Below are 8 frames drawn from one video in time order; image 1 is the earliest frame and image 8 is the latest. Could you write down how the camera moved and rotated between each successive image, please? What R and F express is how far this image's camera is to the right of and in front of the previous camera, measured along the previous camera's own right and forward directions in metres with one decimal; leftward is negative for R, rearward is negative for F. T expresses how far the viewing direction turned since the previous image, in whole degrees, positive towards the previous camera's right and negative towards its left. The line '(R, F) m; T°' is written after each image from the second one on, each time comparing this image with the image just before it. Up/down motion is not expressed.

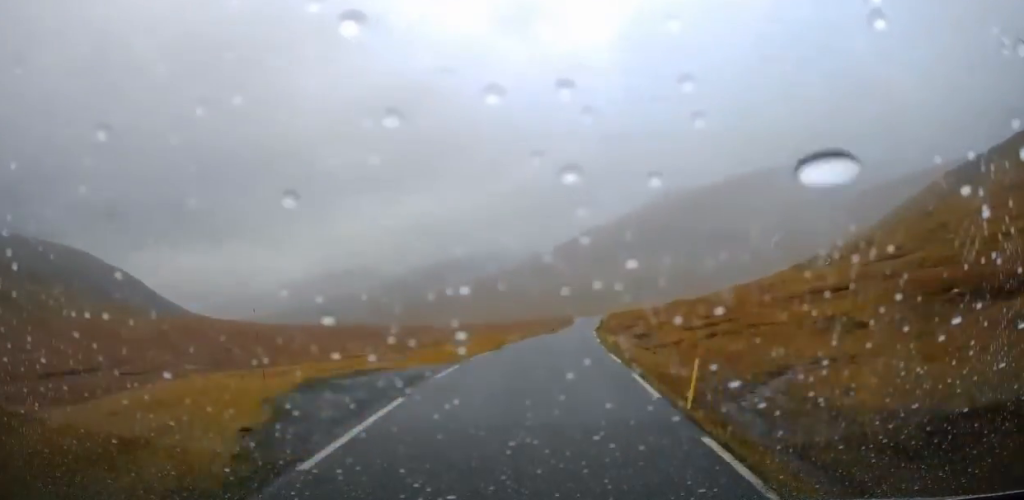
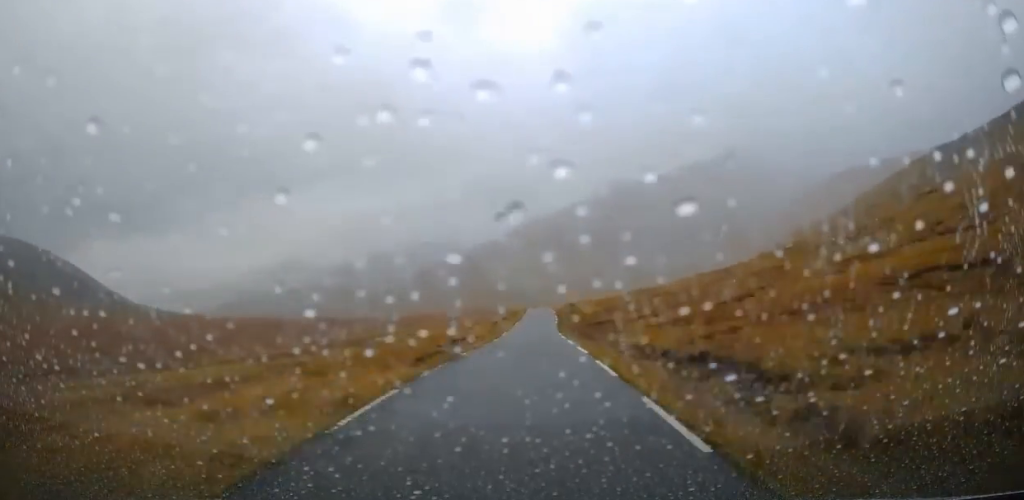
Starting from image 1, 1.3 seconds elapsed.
(+0.8, +21.9) m; +3°
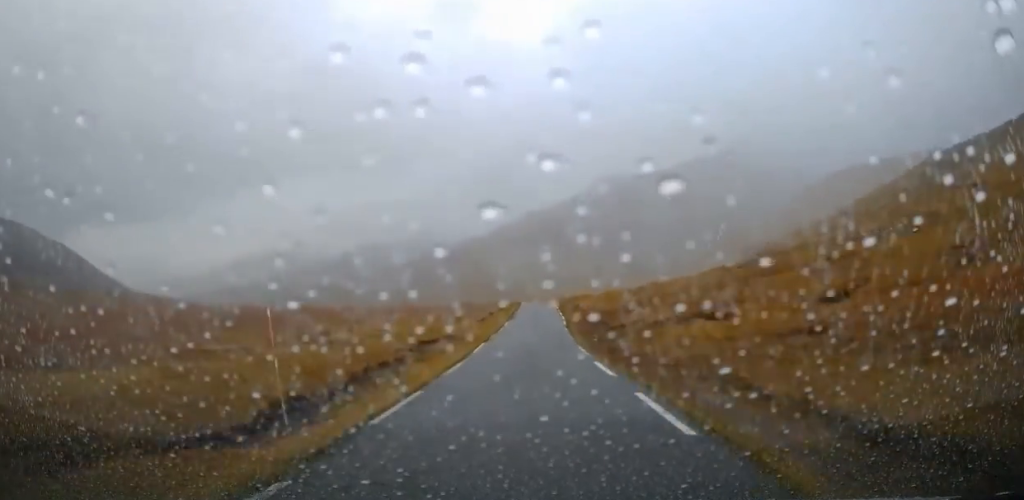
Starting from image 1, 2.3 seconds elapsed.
(+0.4, +17.4) m; +2°
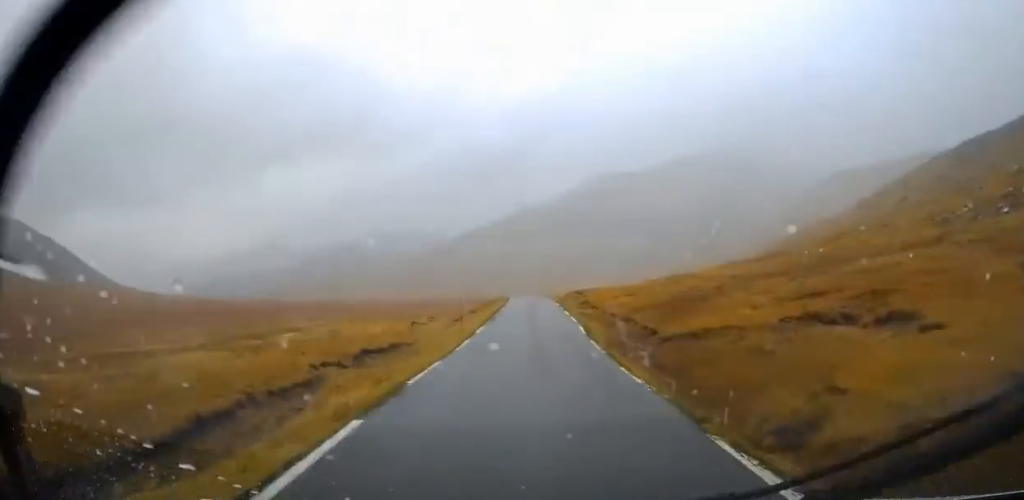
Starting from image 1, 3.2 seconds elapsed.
(+0.4, +16.3) m; +2°
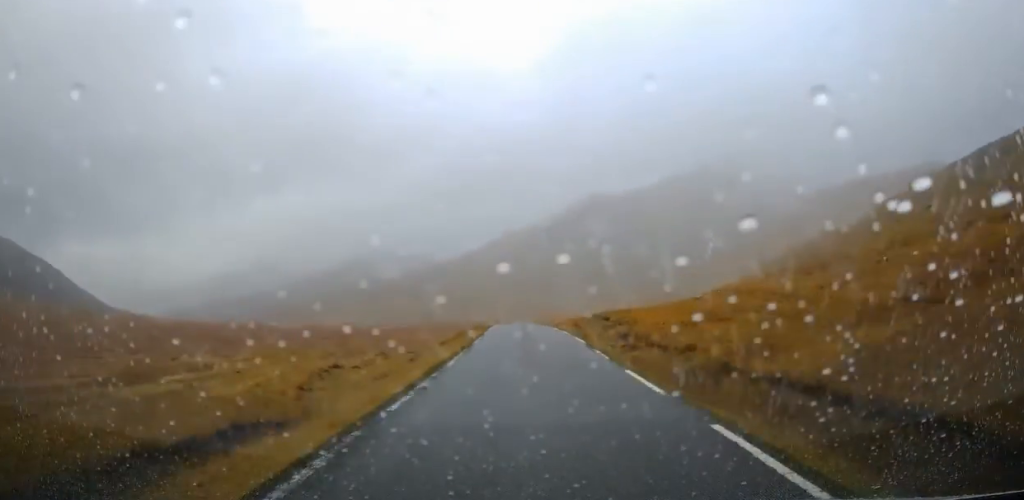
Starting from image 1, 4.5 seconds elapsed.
(+0.5, +22.3) m; +1°
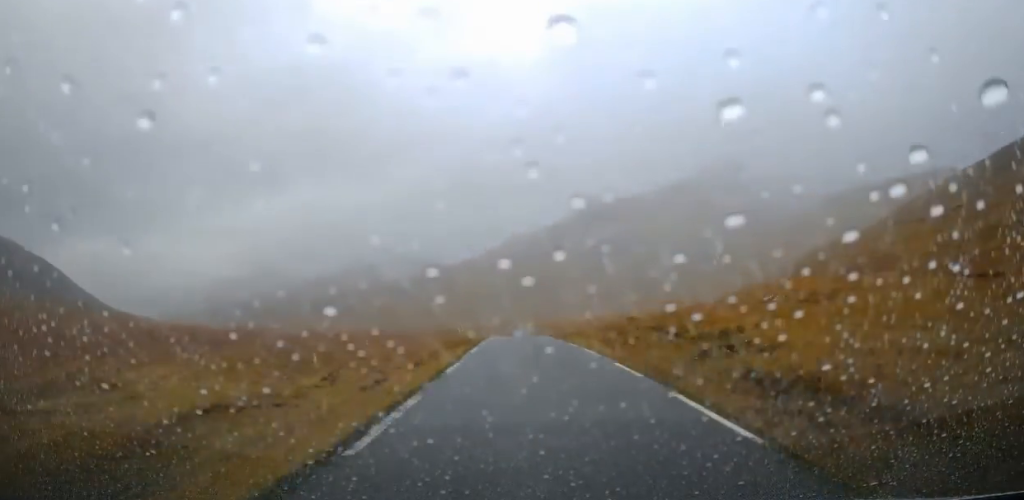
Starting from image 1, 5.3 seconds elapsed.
(+0.2, +15.4) m; +1°
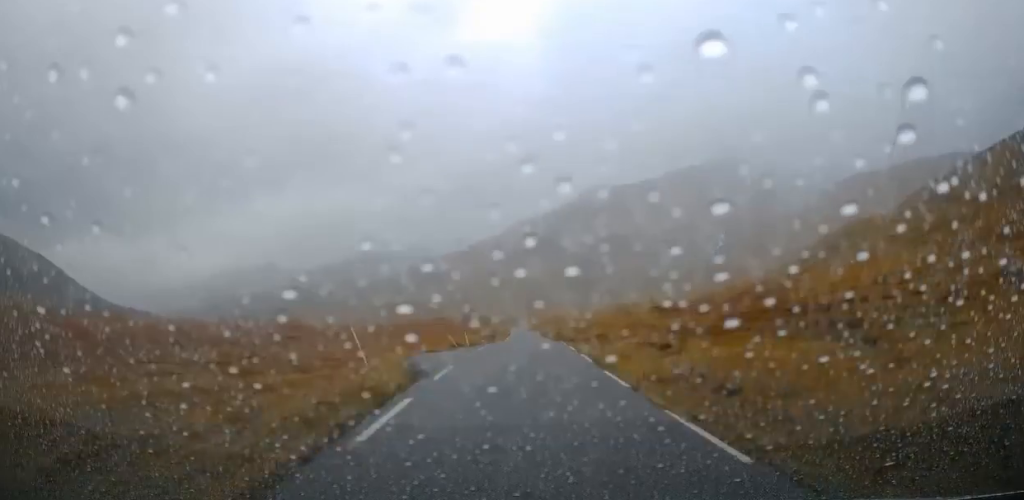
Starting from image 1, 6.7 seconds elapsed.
(+0.1, +24.9) m; 0°
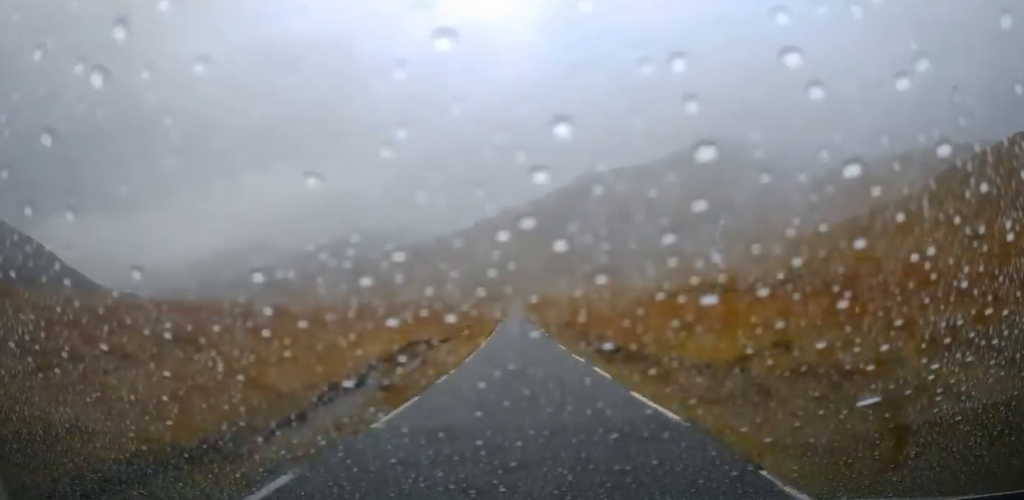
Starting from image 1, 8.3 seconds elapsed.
(-0.1, +28.5) m; 0°
